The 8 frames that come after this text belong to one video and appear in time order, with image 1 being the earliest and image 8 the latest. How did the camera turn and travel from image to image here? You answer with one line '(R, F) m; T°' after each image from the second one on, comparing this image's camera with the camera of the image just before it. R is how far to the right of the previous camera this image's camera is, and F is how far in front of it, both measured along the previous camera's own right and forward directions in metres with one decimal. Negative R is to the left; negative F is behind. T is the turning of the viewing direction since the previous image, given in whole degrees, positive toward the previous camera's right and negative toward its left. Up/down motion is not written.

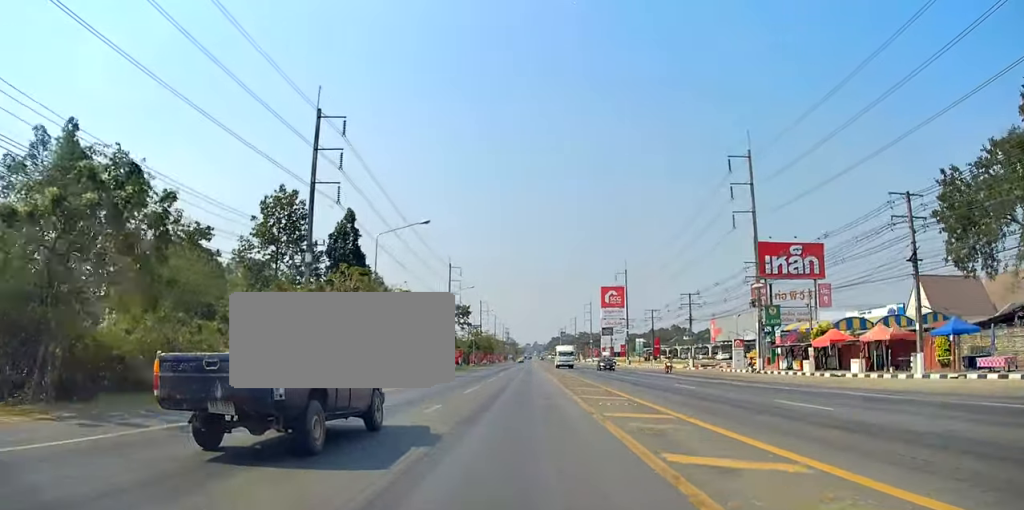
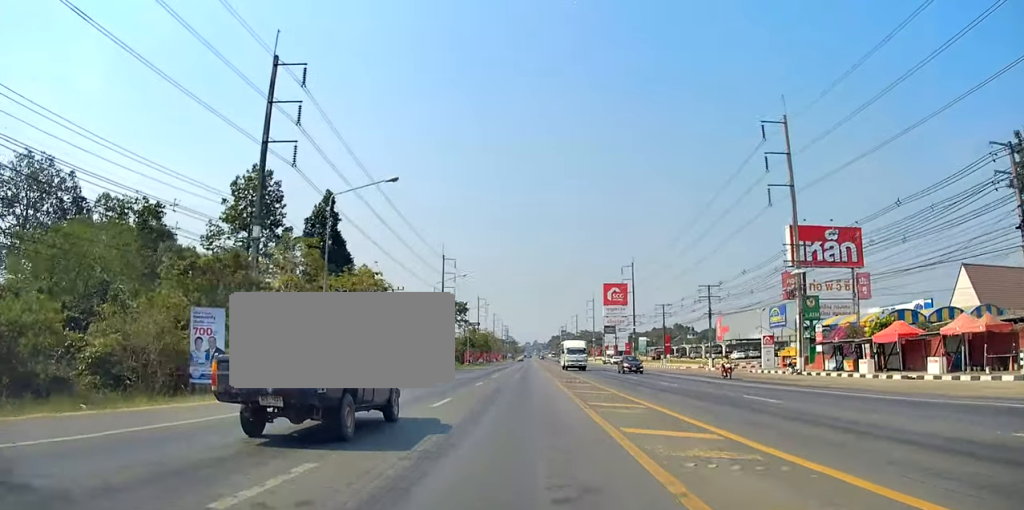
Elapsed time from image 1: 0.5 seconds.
(0.0, +7.9) m; 0°
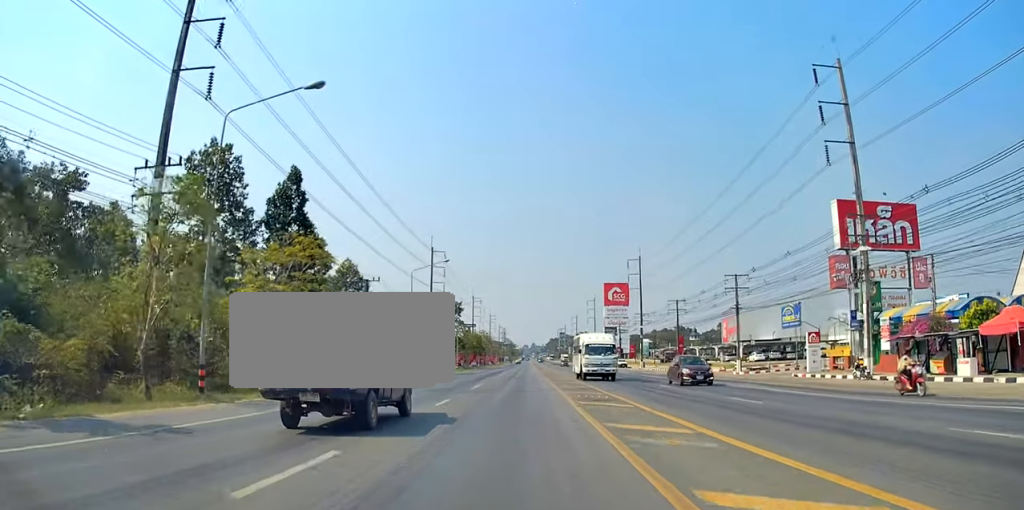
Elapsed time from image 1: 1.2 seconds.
(0.0, +10.2) m; 0°
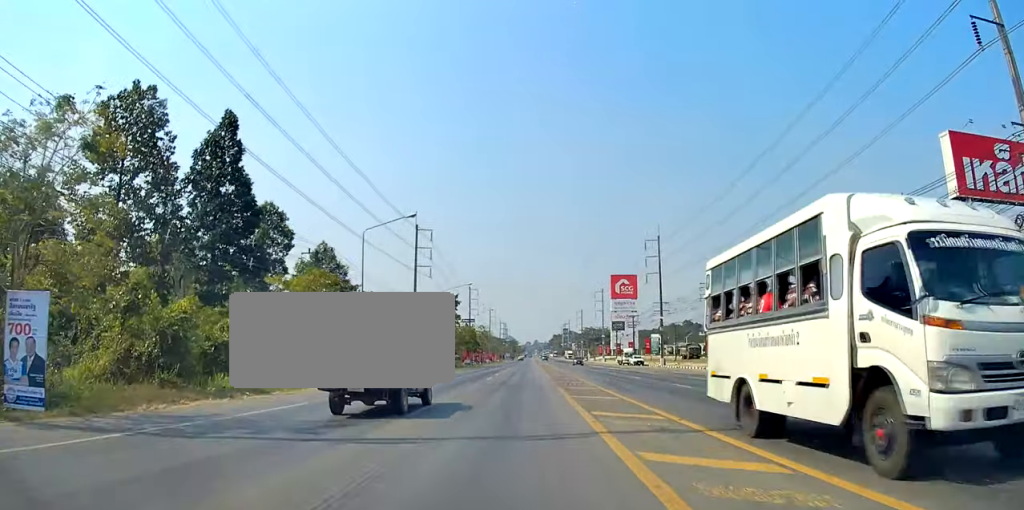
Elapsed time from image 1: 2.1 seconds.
(0.0, +15.4) m; 0°
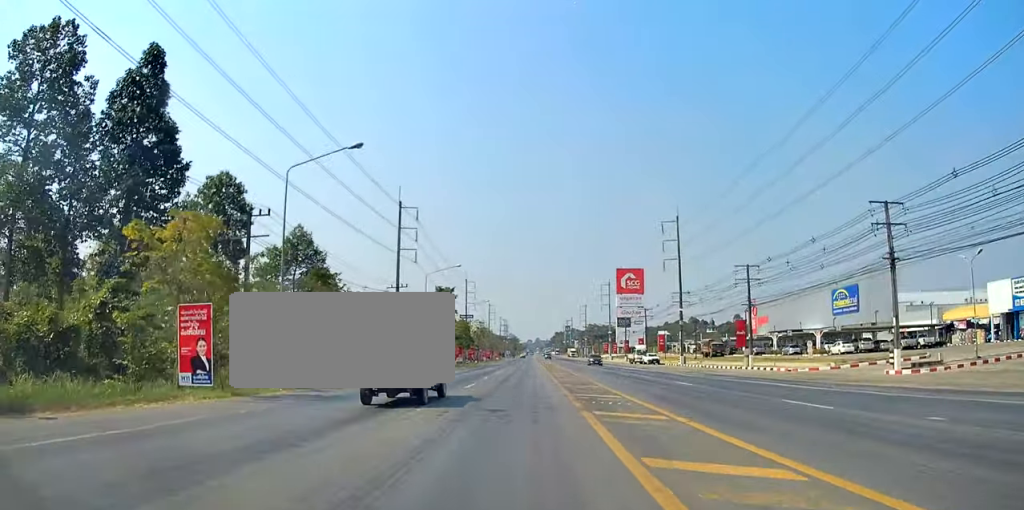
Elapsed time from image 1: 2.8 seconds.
(+0.1, +11.5) m; -1°
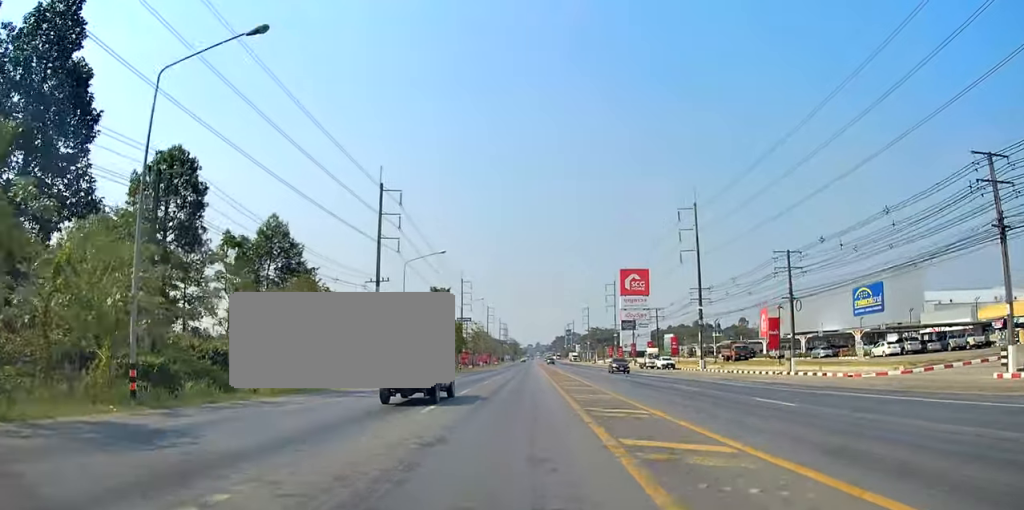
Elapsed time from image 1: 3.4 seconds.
(-0.2, +9.8) m; 0°
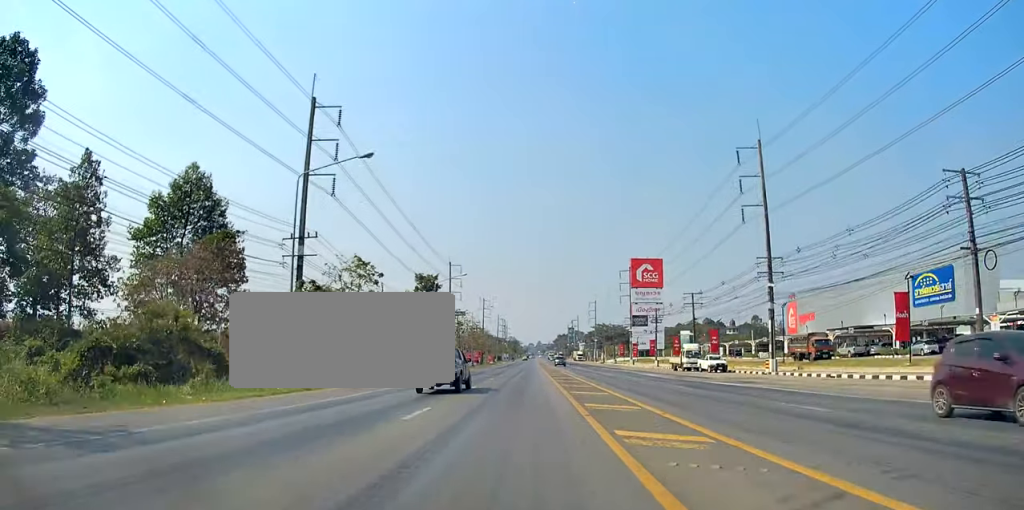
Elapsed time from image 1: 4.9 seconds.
(+0.2, +23.9) m; +2°
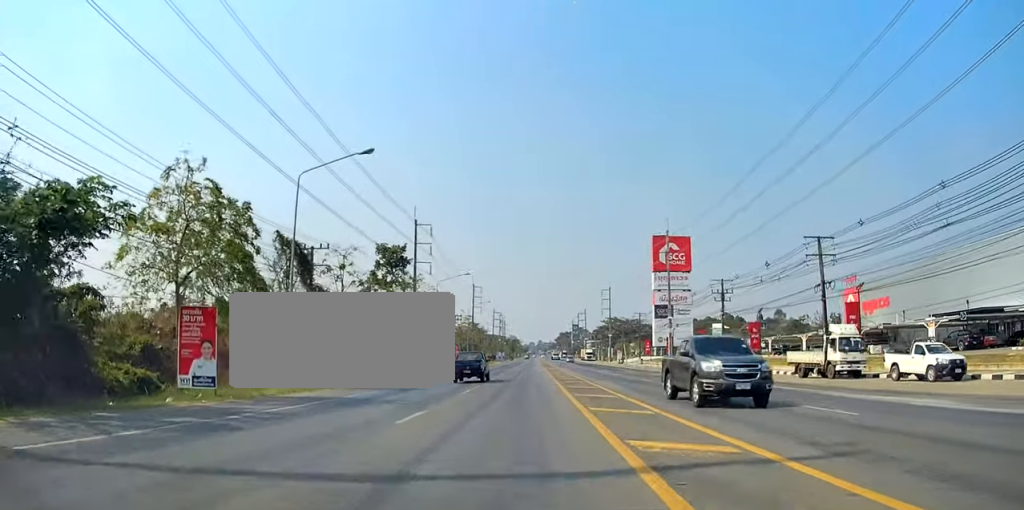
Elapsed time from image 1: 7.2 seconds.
(-0.6, +38.4) m; -1°
